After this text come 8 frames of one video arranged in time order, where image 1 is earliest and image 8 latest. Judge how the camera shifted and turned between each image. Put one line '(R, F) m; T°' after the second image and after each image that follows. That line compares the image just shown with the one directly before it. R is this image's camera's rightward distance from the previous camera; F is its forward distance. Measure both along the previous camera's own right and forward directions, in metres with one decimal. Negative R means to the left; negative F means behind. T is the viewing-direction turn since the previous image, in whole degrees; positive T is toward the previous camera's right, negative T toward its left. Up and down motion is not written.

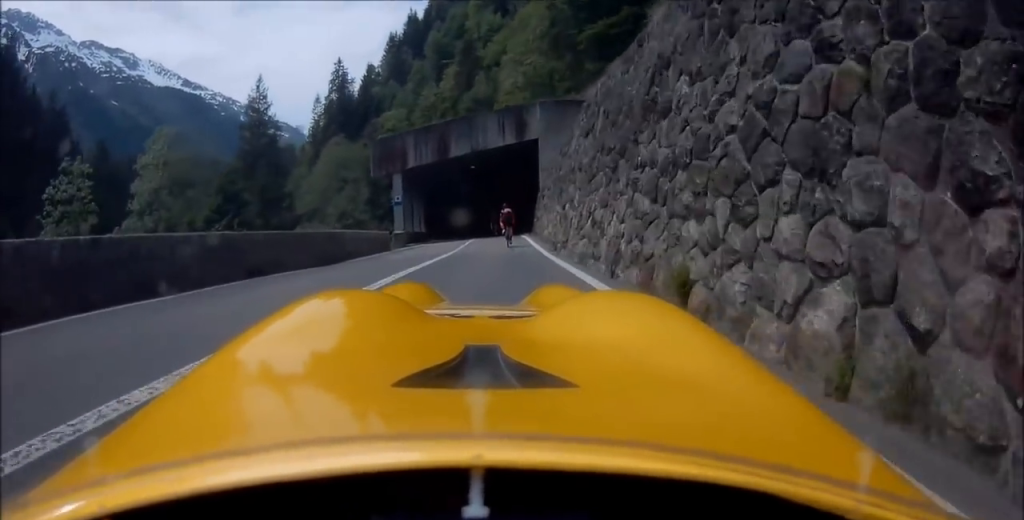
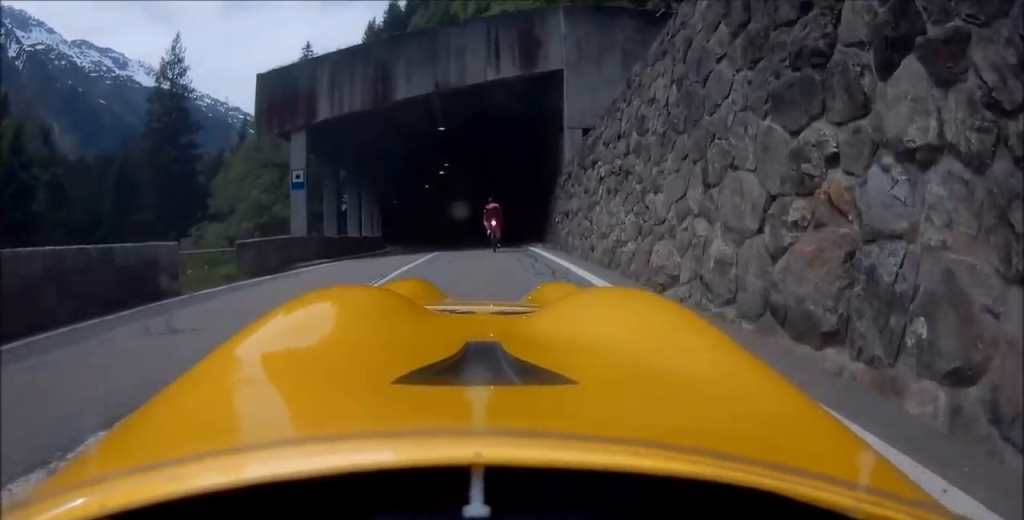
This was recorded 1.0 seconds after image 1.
(+0.7, +16.8) m; +2°
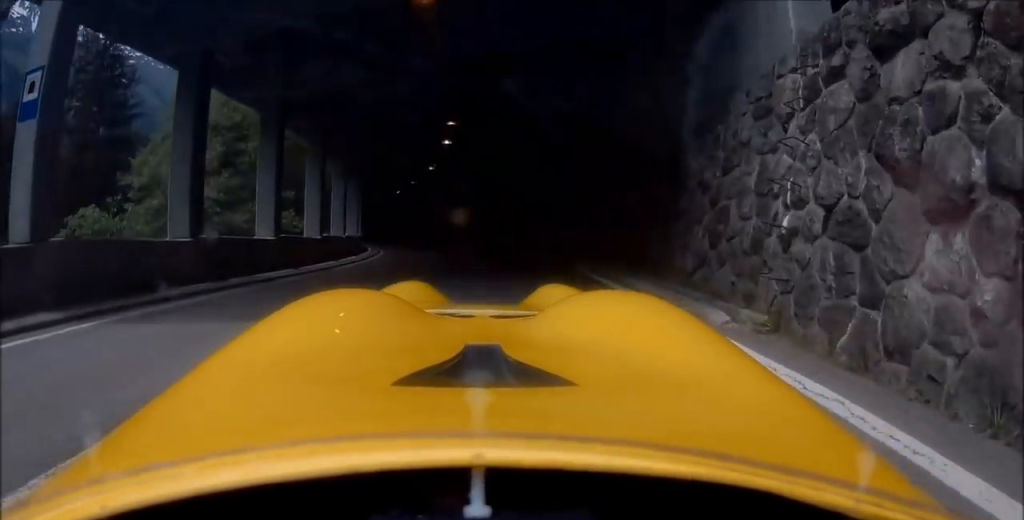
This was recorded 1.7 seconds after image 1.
(-0.3, +13.1) m; 0°
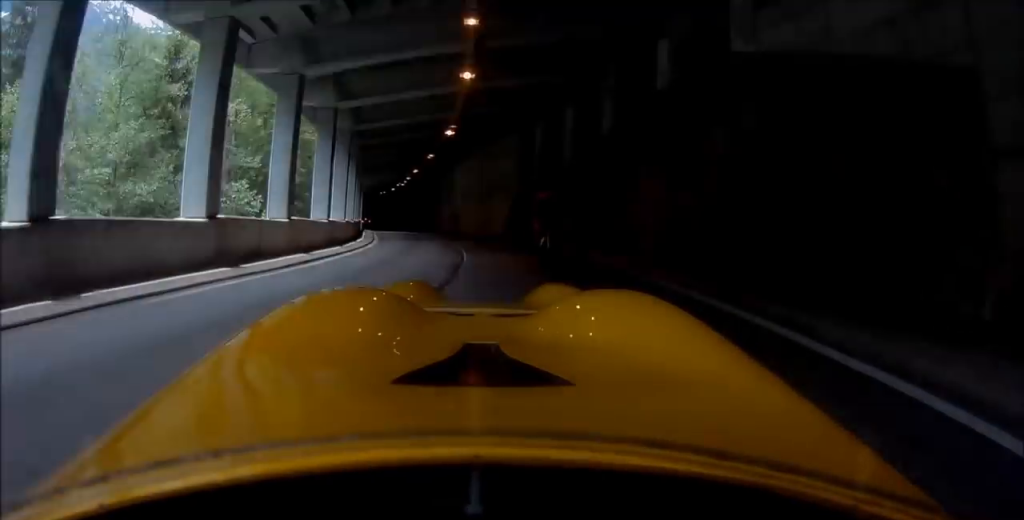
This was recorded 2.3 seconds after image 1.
(+0.3, +9.7) m; +1°
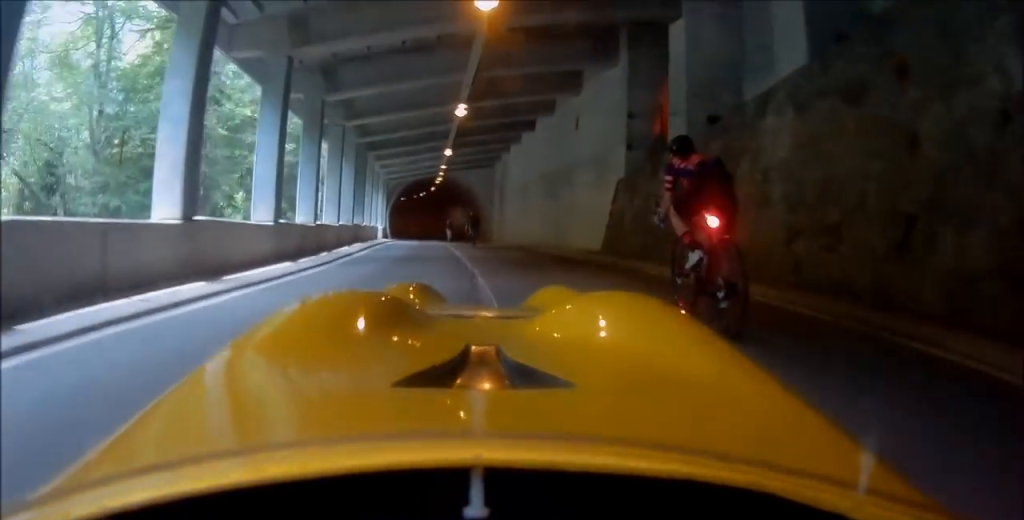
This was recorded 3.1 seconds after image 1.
(+0.2, +15.3) m; 0°
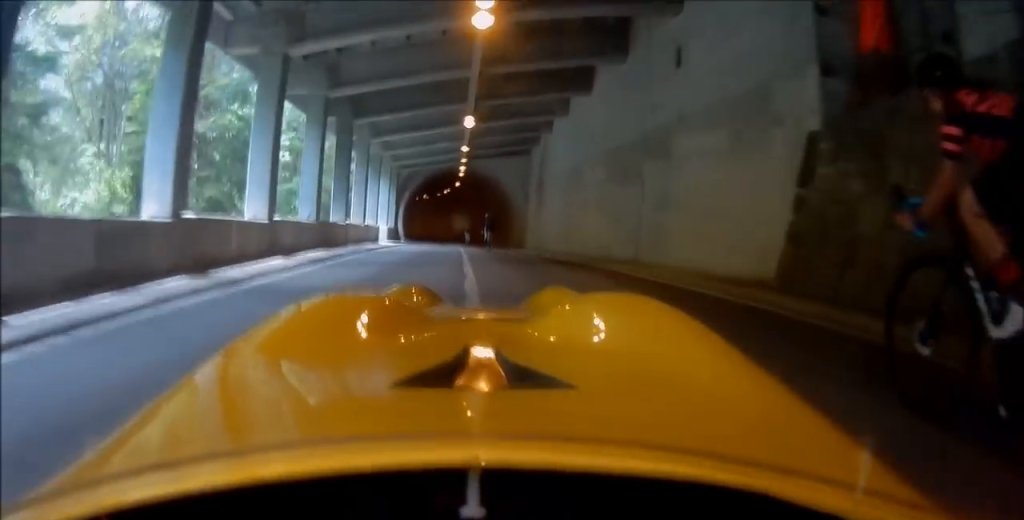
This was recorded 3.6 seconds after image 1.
(0.0, +8.8) m; 0°
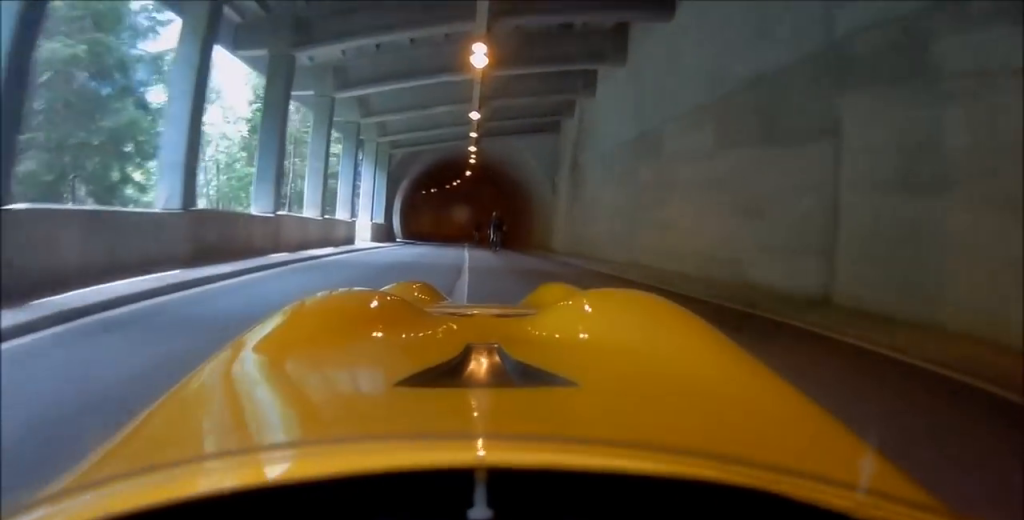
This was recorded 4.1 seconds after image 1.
(0.0, +7.8) m; -1°
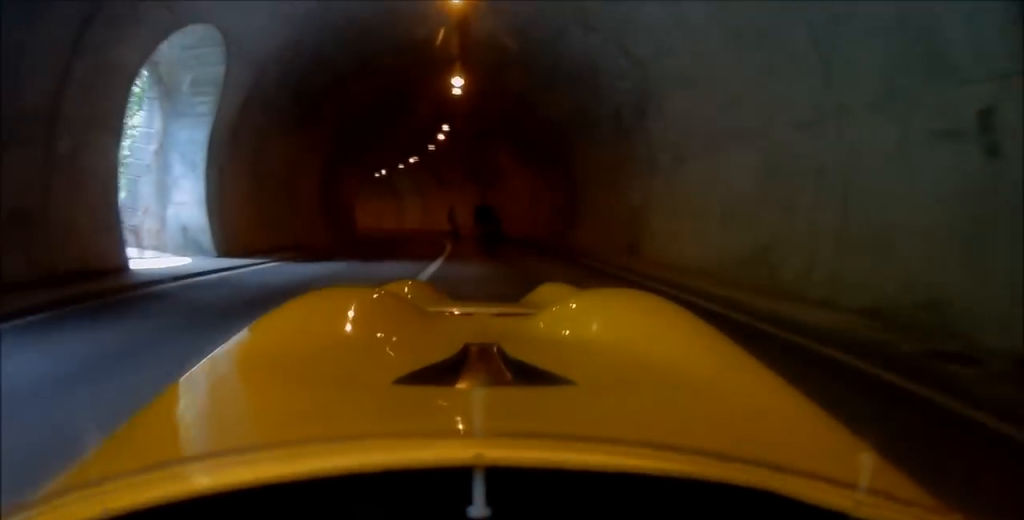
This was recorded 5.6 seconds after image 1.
(-0.6, +27.1) m; -3°
